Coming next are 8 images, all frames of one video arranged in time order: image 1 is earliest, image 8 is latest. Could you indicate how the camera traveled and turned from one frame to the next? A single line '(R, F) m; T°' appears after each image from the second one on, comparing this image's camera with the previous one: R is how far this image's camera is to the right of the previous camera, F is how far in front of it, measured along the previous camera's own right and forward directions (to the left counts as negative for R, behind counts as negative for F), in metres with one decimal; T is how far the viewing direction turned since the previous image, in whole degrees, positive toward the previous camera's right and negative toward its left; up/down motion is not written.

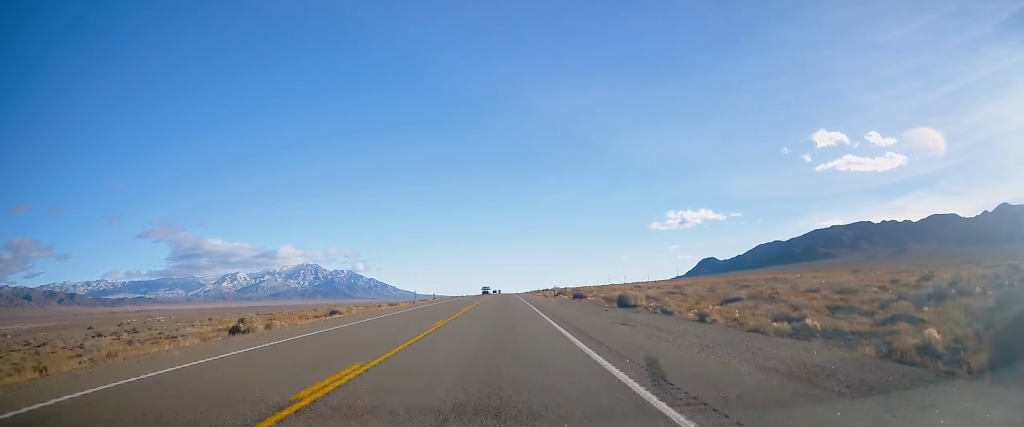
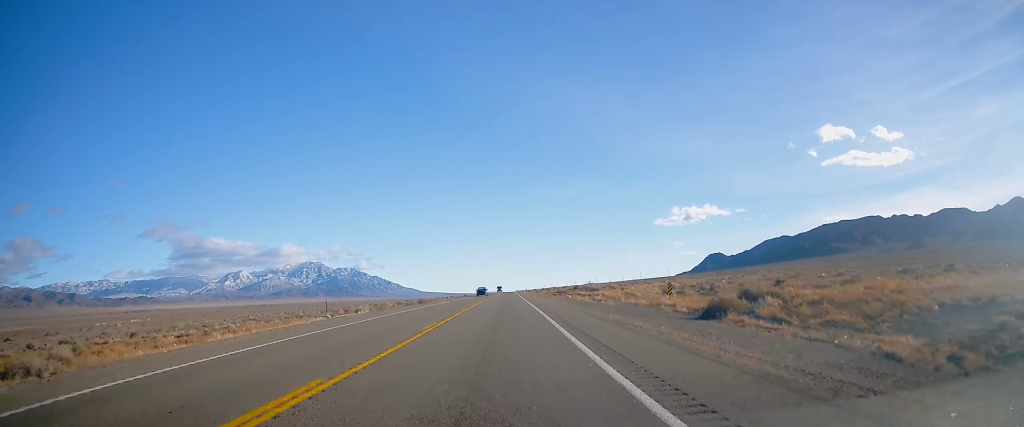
(-0.7, +75.4) m; -1°
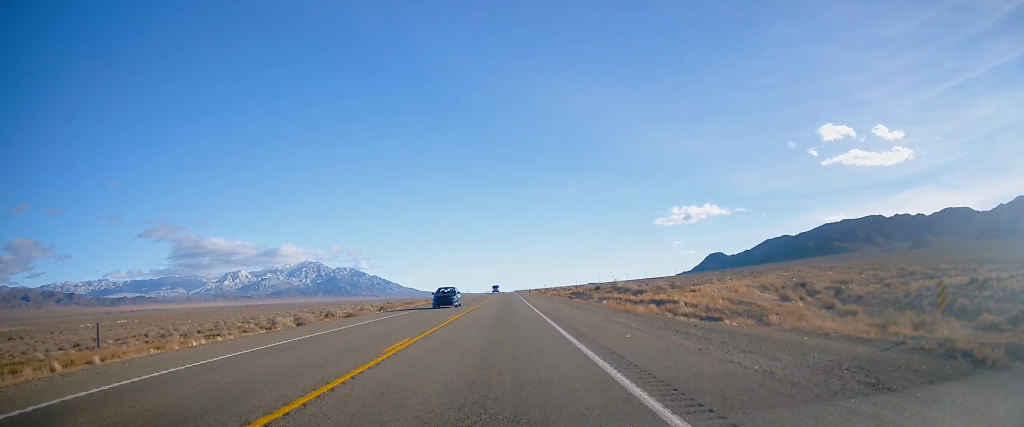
(+0.1, +30.0) m; +1°
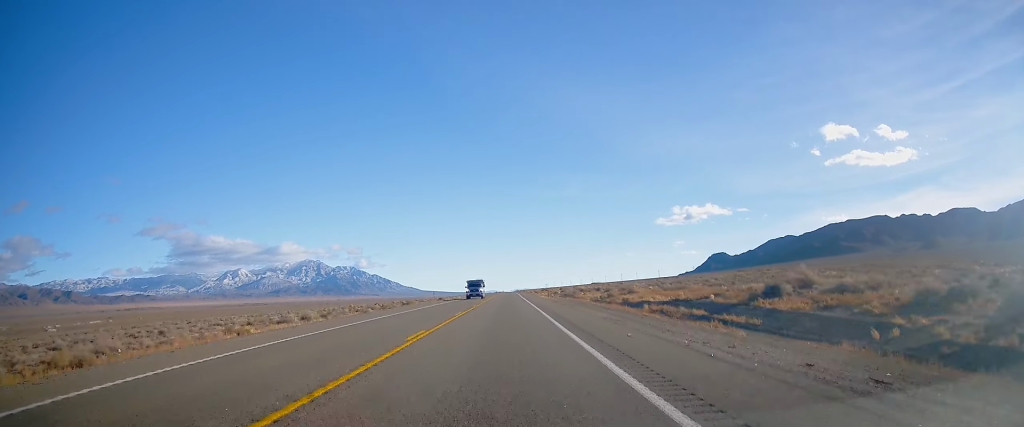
(-0.1, +59.7) m; 0°
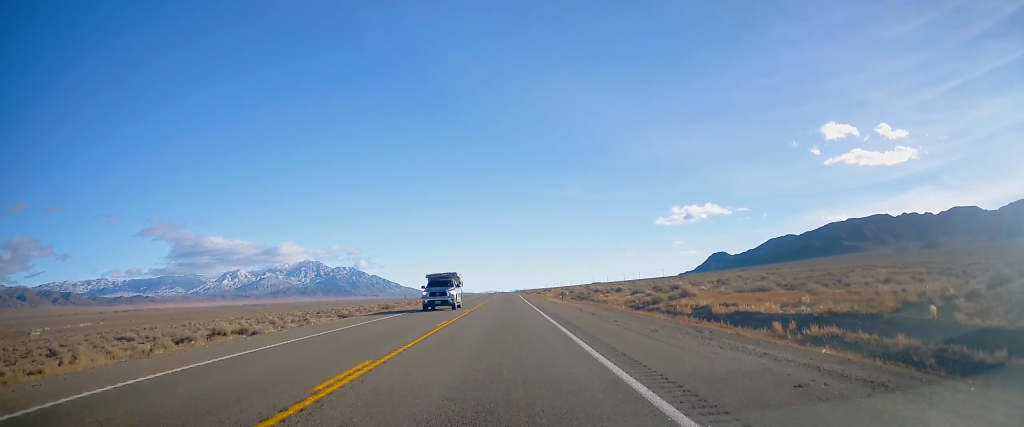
(0.0, +19.0) m; 0°
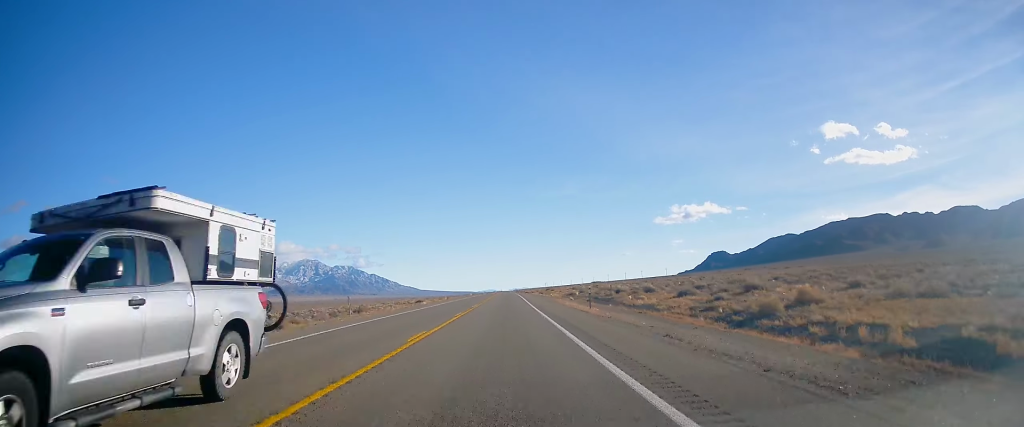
(+0.3, +17.6) m; 0°
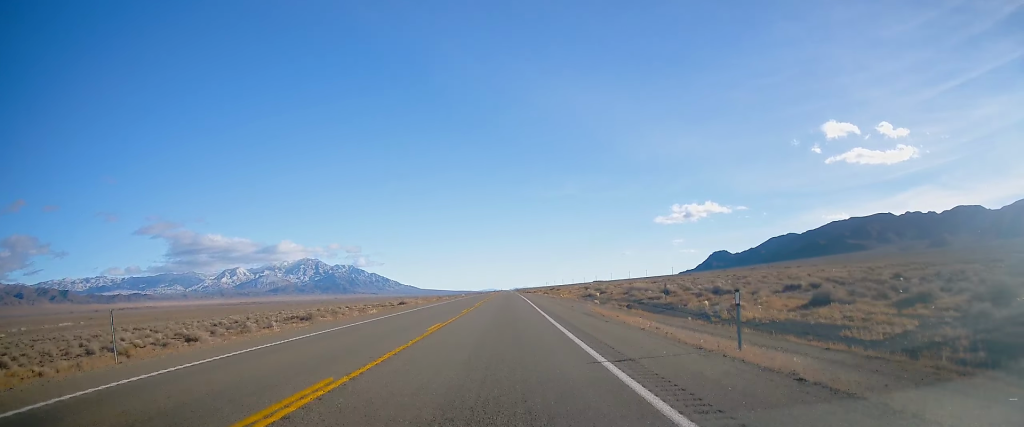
(-0.1, +20.9) m; 0°
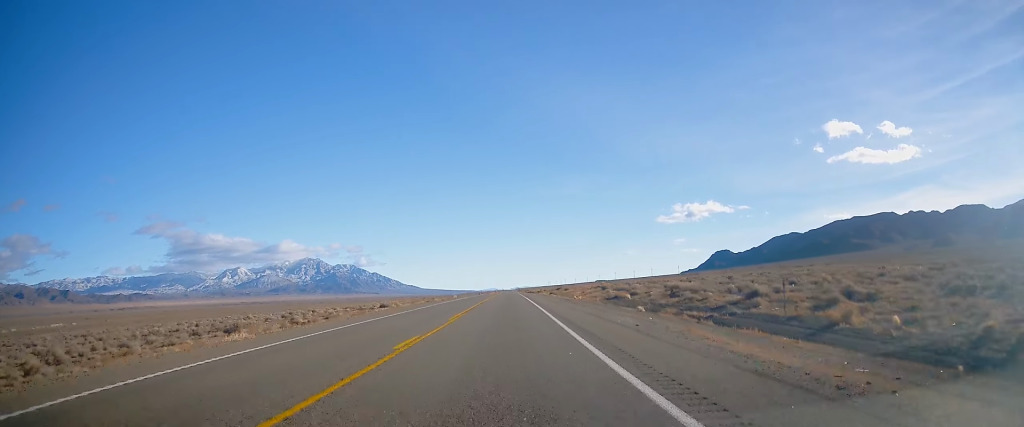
(-0.2, +17.4) m; -1°
